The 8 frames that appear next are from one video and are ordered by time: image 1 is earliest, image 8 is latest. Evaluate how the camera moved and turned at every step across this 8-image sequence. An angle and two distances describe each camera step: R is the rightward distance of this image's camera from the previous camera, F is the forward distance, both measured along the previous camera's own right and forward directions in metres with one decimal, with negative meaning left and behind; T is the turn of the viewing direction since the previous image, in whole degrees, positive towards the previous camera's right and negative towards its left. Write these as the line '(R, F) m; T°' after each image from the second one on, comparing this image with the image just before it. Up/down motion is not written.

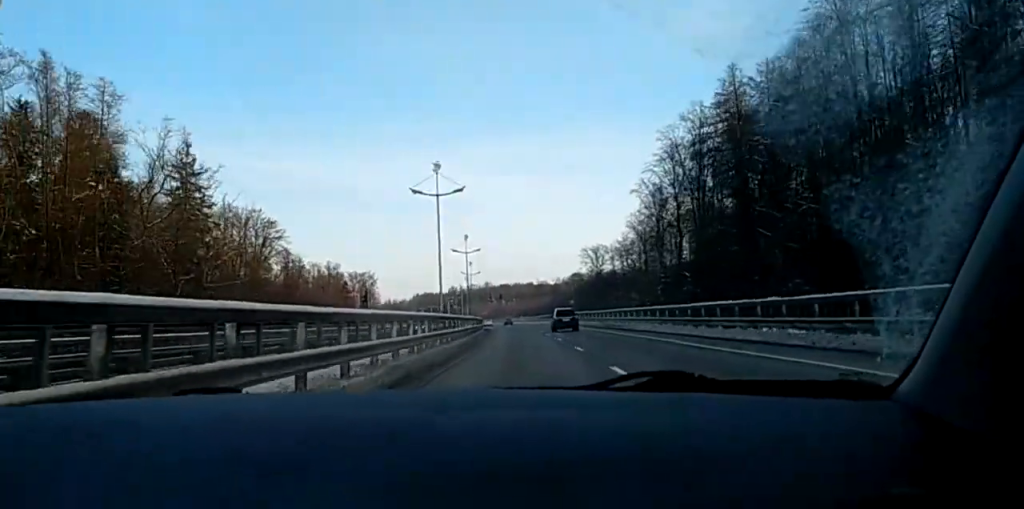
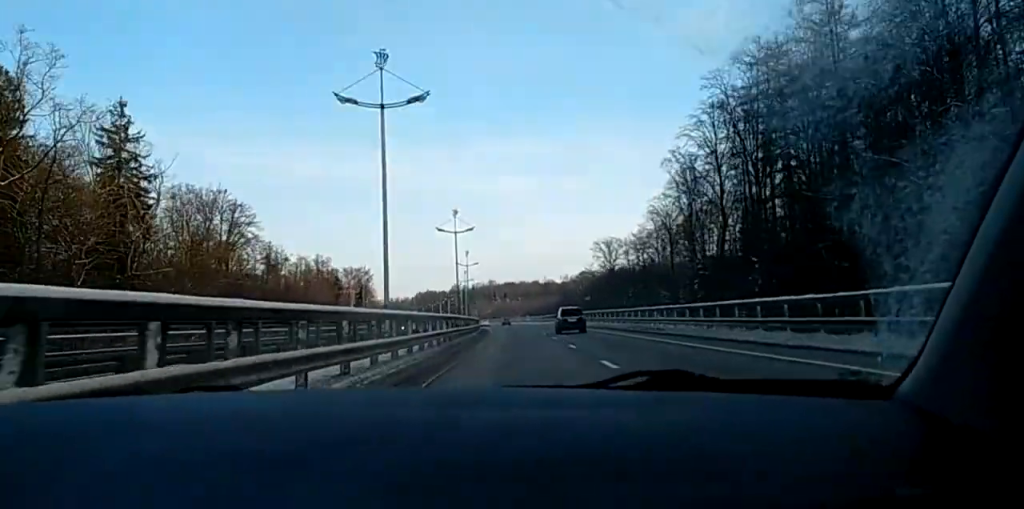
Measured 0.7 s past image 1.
(0.0, +20.9) m; 0°
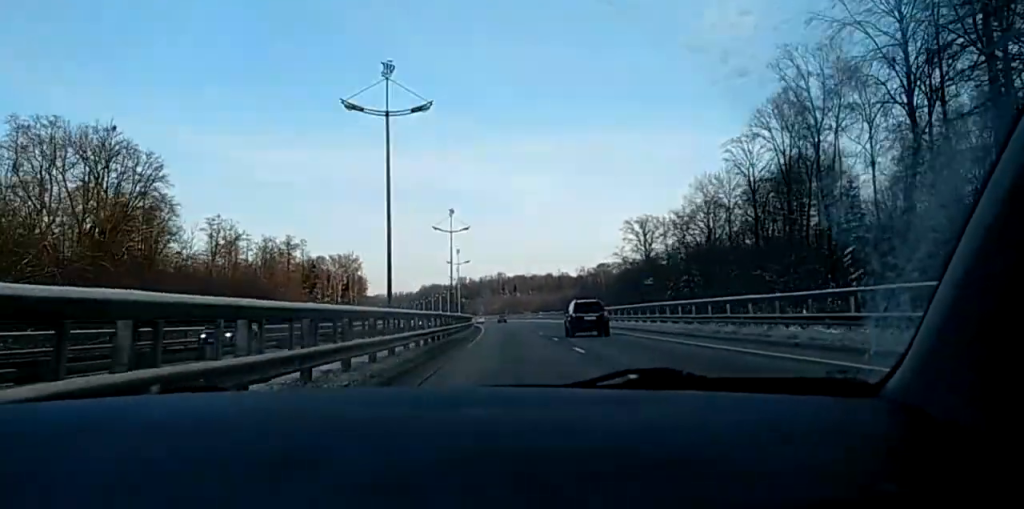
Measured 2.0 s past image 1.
(-0.3, +40.8) m; -1°
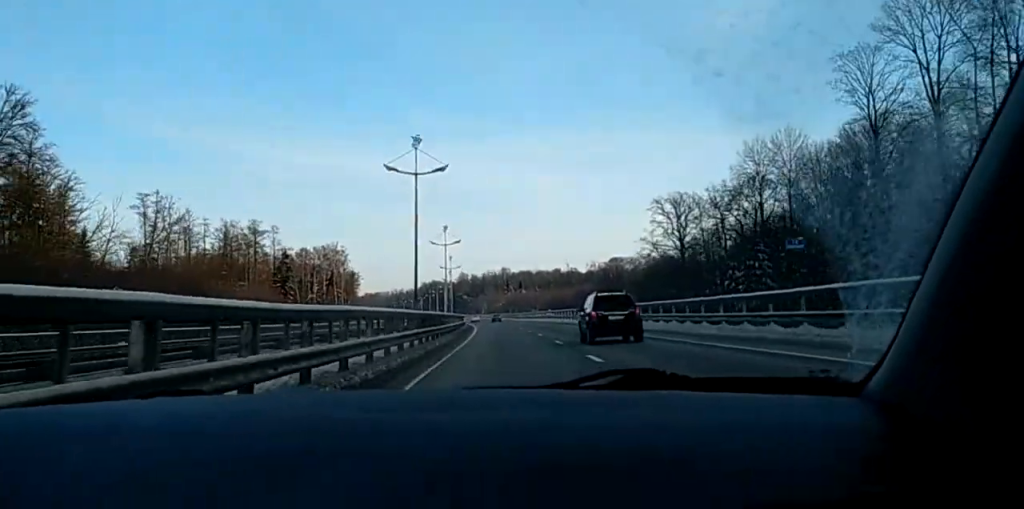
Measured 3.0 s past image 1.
(-0.1, +30.1) m; -1°
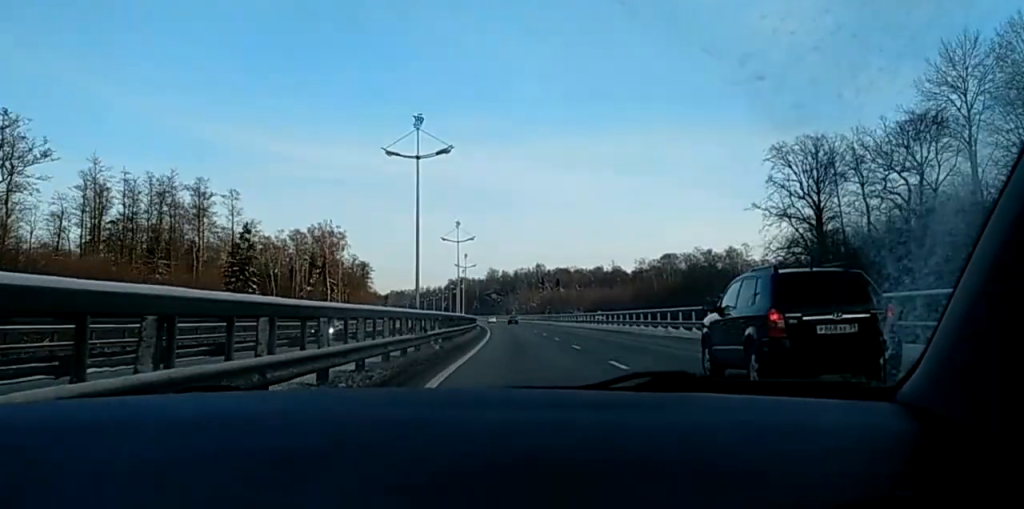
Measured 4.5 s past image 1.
(-1.1, +49.4) m; -2°
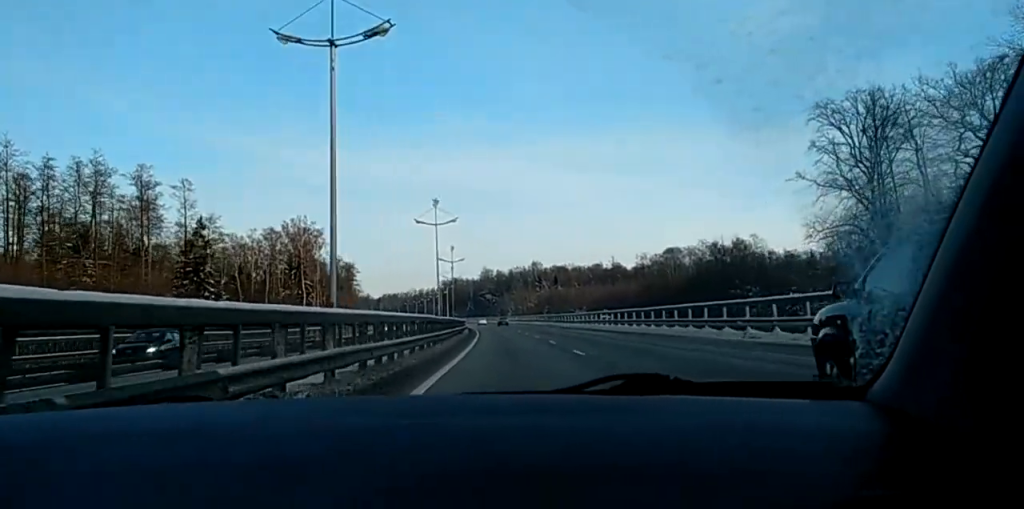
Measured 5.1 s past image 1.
(0.0, +17.6) m; 0°
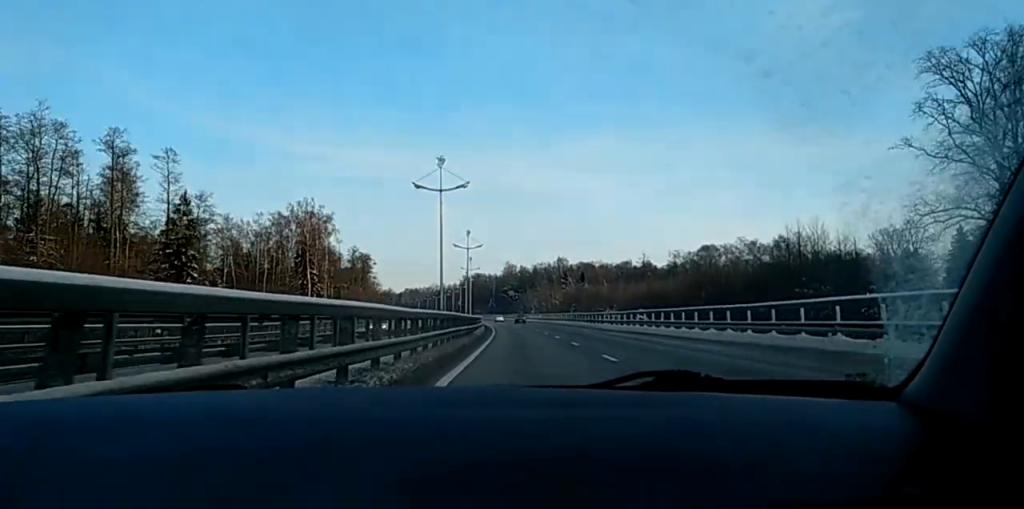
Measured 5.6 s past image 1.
(0.0, +16.2) m; 0°
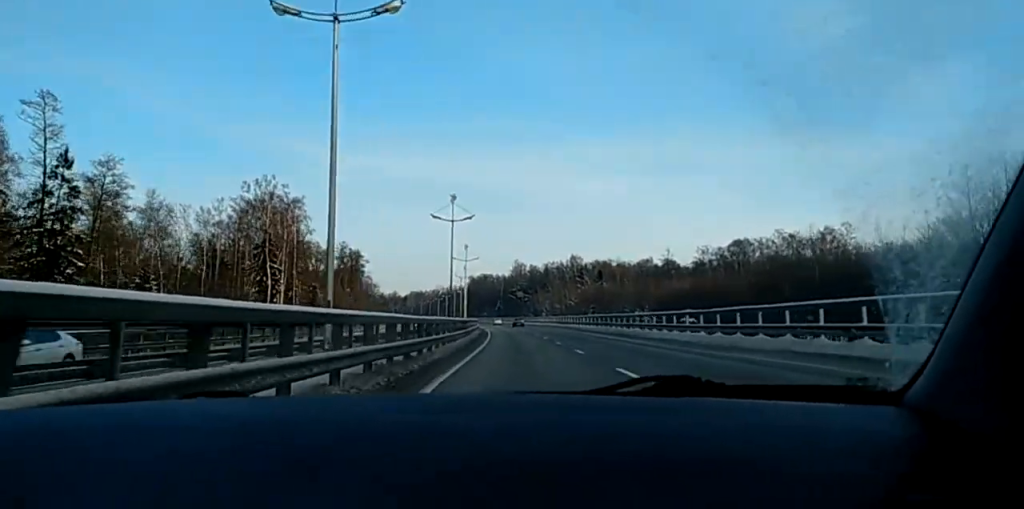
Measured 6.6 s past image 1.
(-0.2, +29.6) m; 0°
